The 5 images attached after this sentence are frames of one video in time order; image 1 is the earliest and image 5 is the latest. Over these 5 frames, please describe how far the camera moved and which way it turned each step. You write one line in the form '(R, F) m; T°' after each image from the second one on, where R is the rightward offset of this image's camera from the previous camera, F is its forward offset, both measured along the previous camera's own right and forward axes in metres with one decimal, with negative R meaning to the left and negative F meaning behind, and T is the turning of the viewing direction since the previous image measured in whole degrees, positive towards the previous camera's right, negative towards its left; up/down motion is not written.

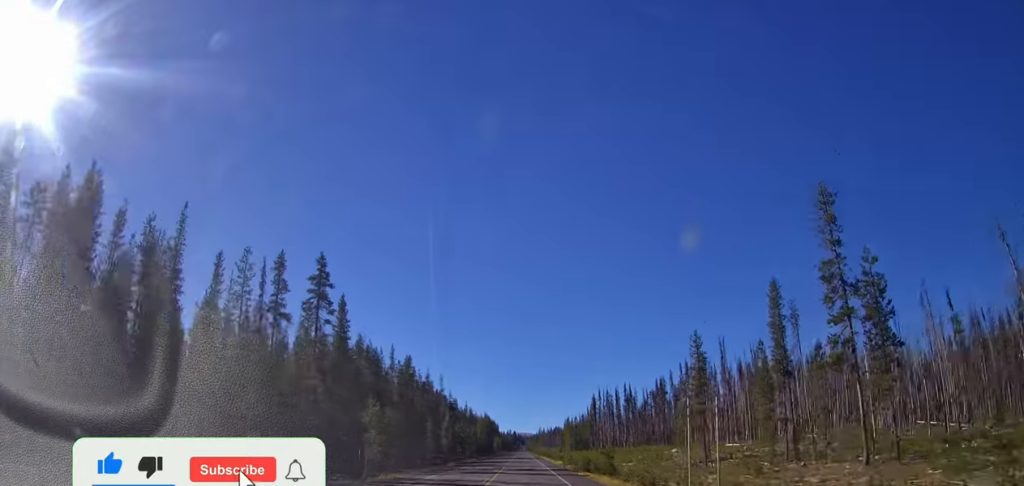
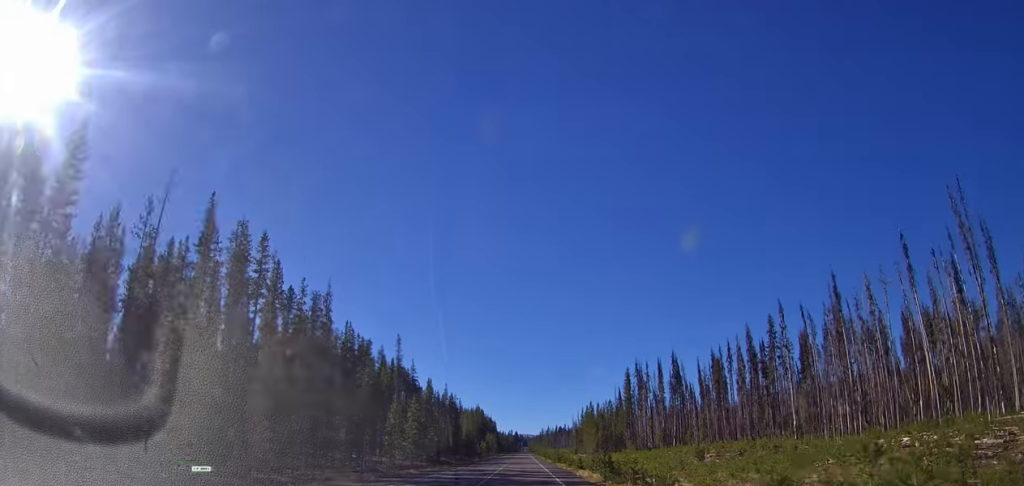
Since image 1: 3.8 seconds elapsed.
(-0.4, +68.9) m; -1°
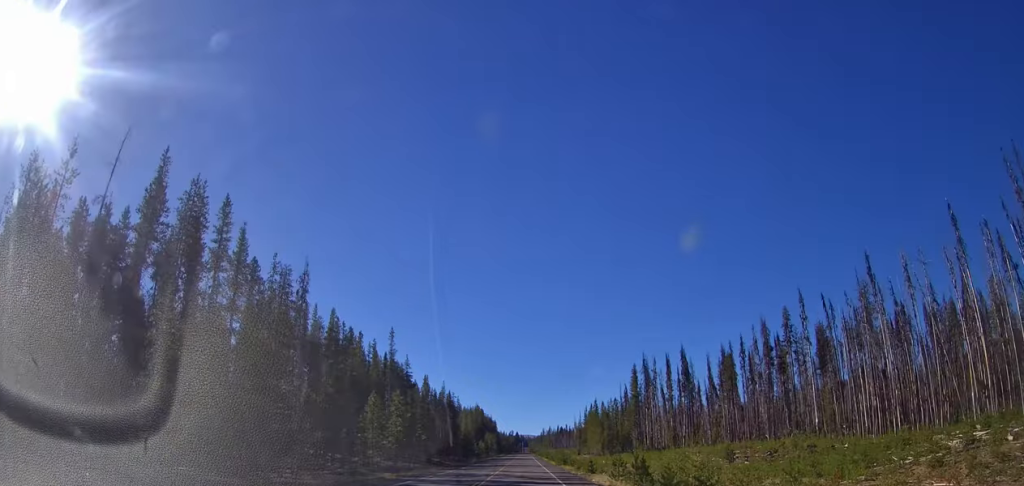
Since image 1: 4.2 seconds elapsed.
(+0.1, +7.8) m; +1°
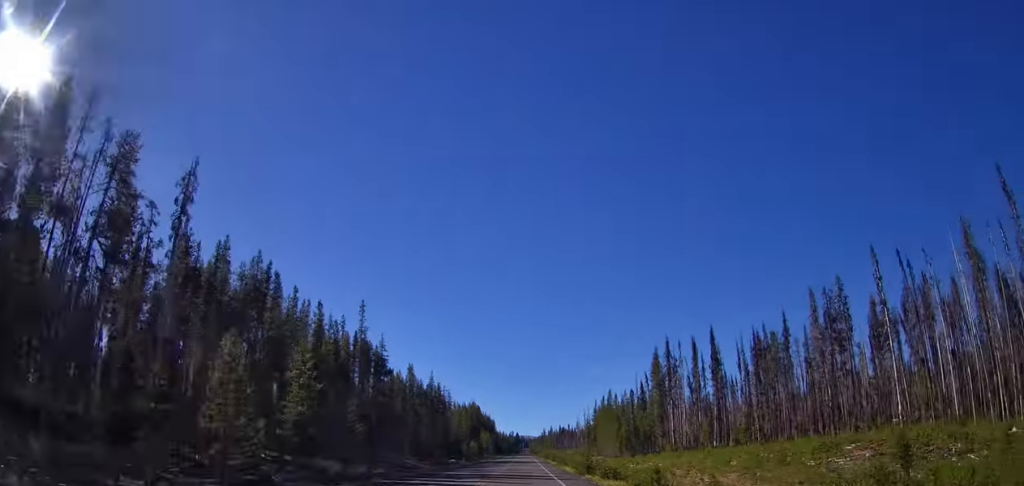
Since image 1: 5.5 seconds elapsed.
(+0.6, +22.4) m; -1°
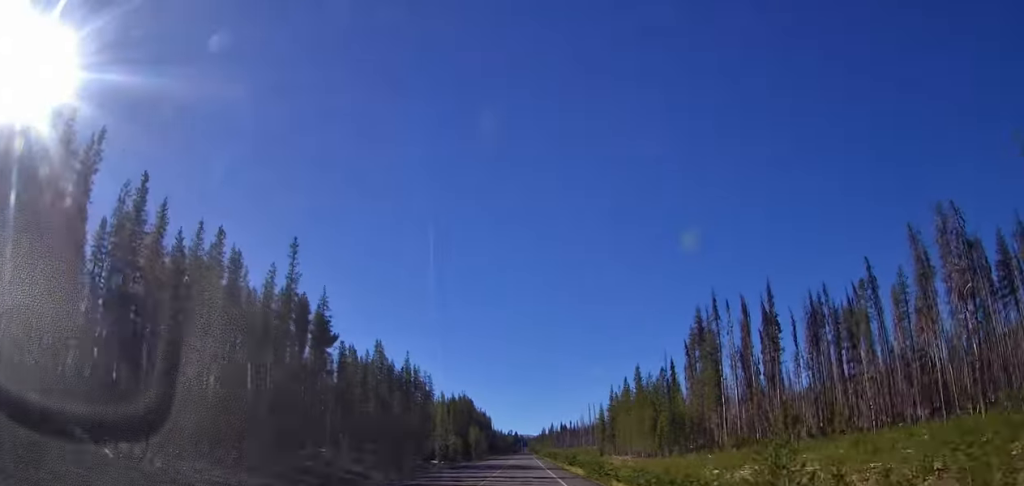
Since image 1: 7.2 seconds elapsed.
(-1.0, +29.8) m; -1°
